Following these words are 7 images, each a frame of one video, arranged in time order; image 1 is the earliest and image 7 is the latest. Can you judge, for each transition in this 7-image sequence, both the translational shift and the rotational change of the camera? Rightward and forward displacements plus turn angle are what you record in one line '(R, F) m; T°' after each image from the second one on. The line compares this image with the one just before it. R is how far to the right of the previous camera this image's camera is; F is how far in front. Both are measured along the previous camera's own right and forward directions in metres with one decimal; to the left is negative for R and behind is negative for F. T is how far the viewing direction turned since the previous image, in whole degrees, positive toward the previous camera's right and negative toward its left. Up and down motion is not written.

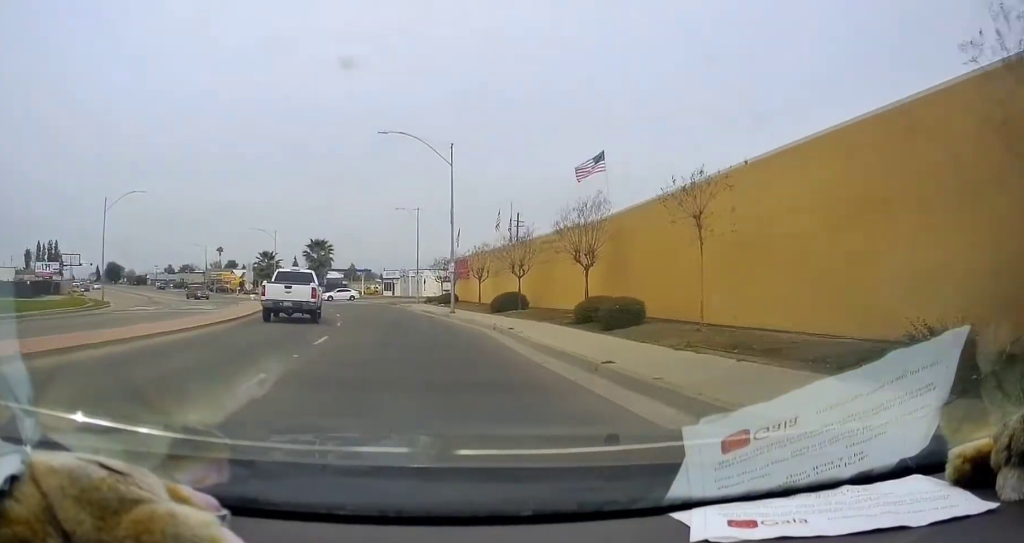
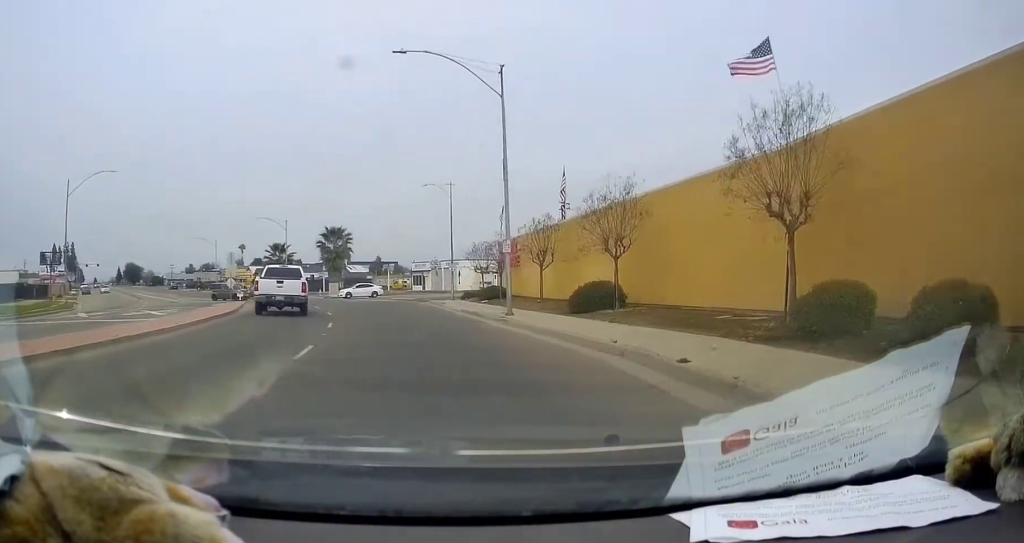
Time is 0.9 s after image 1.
(+0.2, +11.4) m; +1°
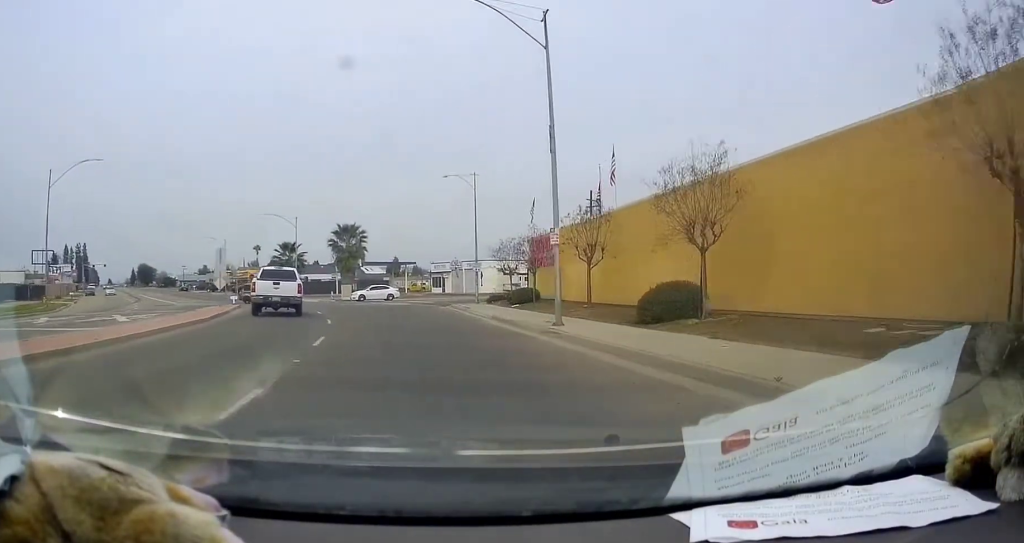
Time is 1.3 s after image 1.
(+0.1, +5.1) m; +1°
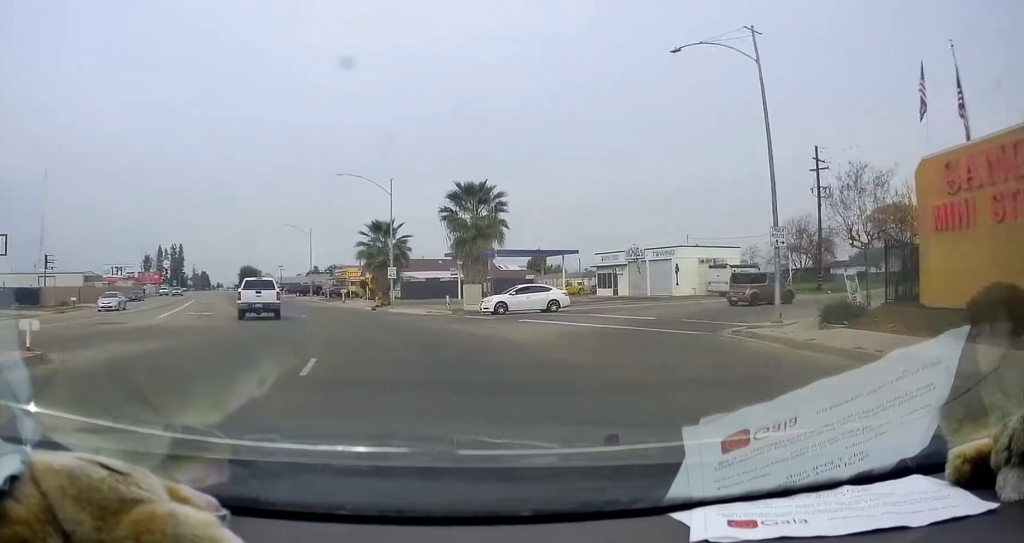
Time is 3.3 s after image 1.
(-1.5, +25.8) m; -9°
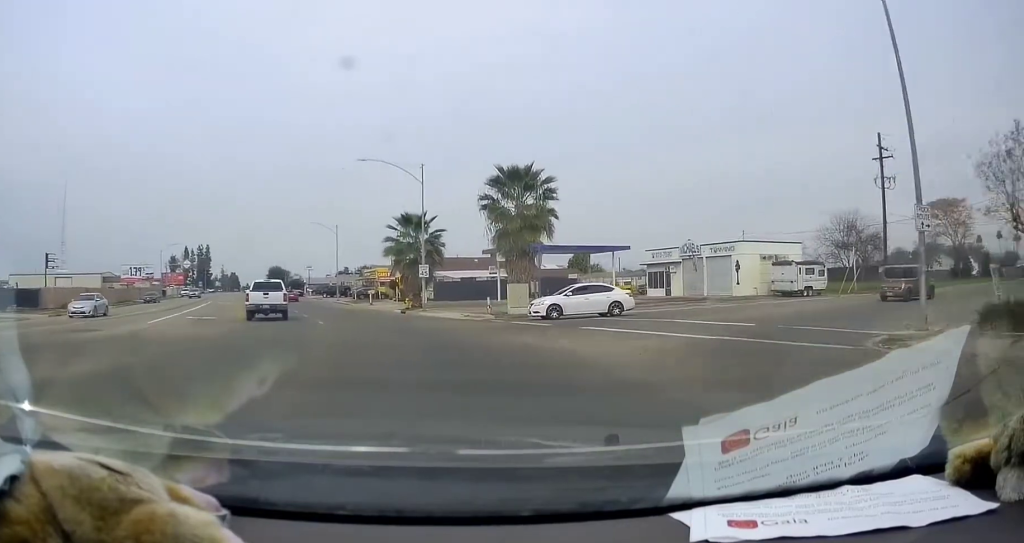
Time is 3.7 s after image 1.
(-0.2, +5.2) m; -2°
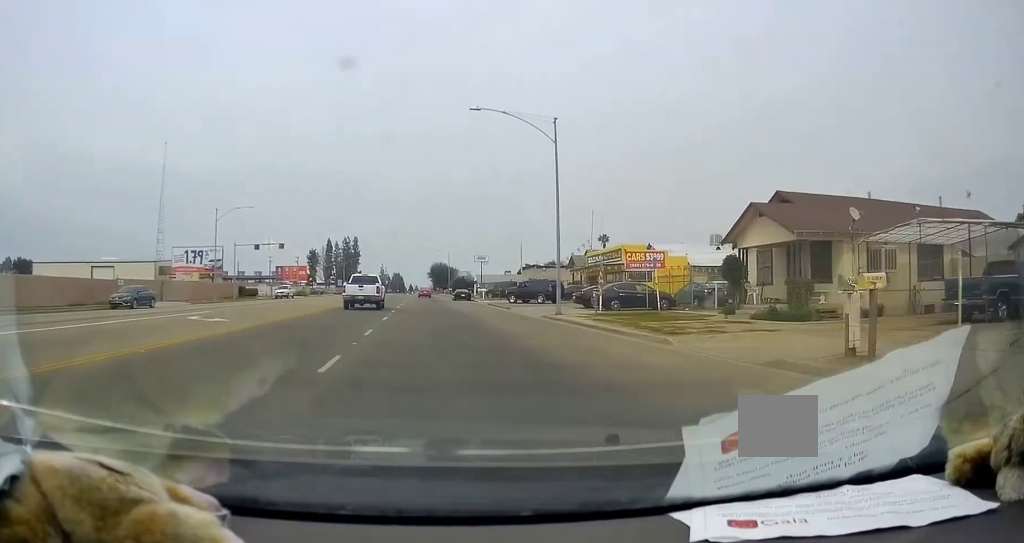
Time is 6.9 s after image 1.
(-7.1, +42.8) m; -19°
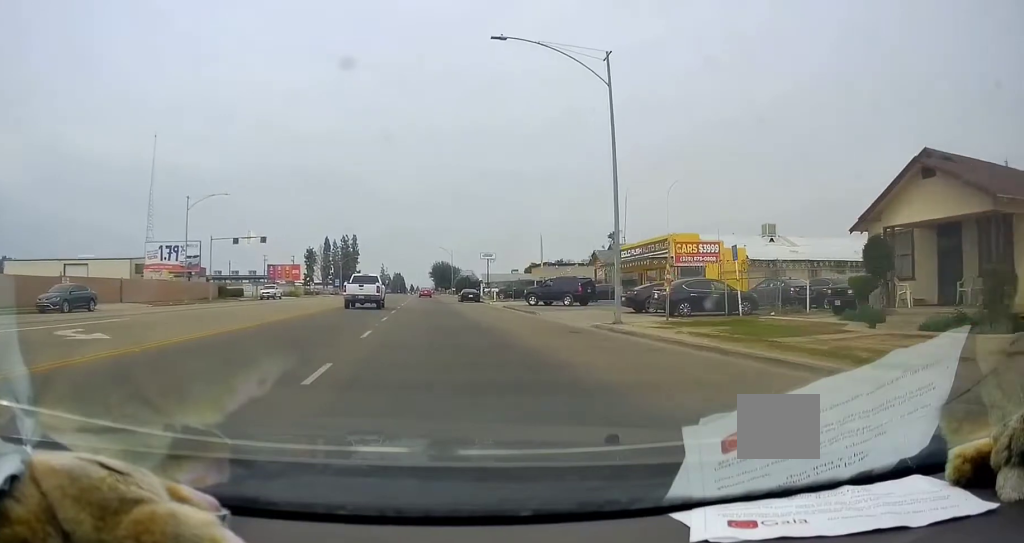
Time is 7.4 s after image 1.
(-0.1, +7.8) m; -3°
